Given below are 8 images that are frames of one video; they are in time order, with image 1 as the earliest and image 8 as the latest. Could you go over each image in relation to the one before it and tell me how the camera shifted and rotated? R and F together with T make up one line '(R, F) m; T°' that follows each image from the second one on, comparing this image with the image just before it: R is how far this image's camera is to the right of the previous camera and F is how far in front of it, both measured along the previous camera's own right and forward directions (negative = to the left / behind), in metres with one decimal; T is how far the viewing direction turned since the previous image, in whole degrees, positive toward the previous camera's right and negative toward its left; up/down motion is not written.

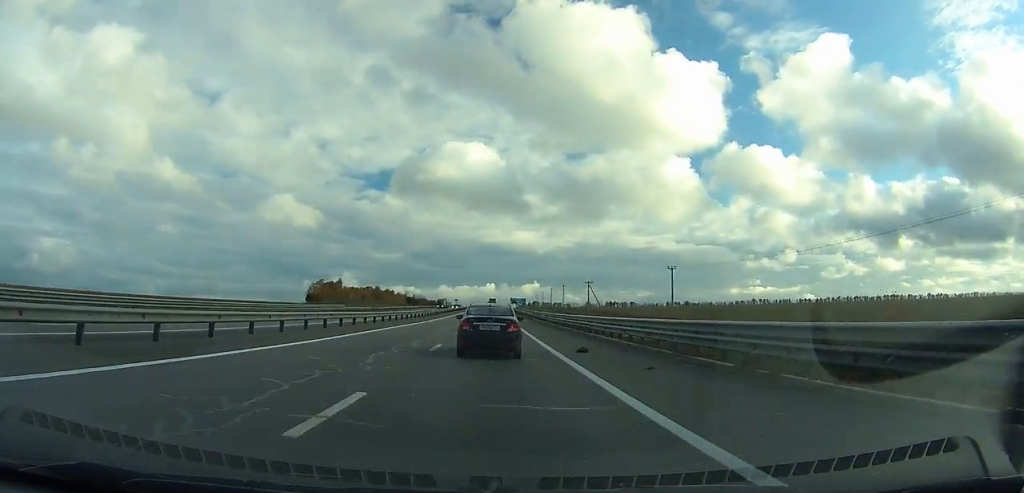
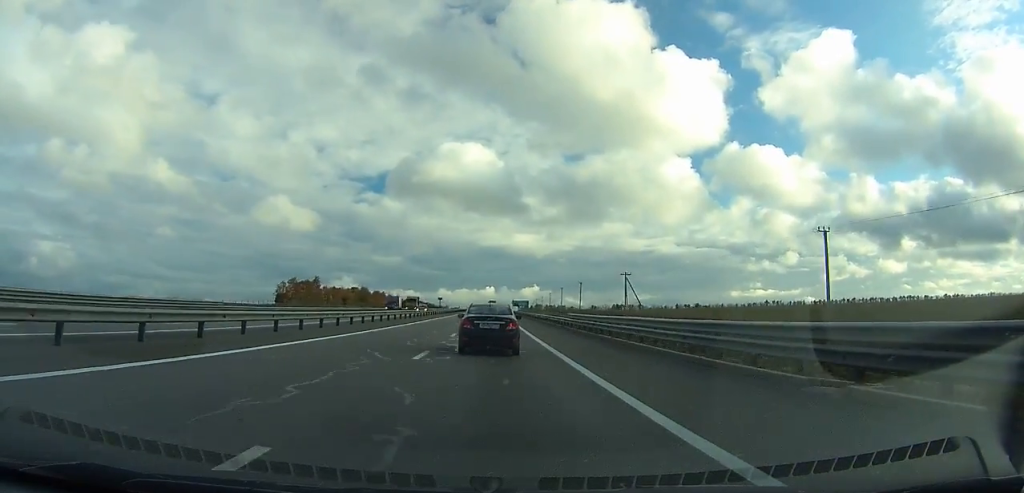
(0.0, +39.6) m; 0°
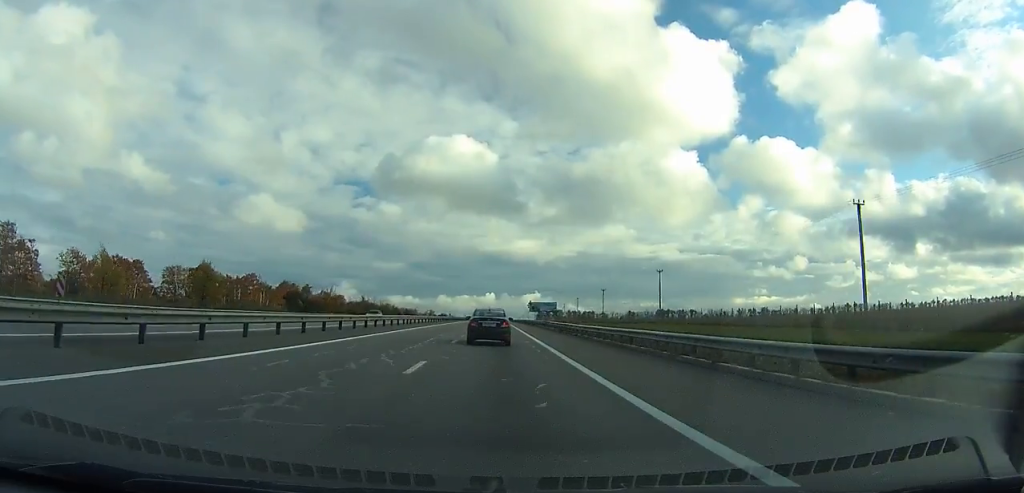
(-0.8, +183.8) m; 0°
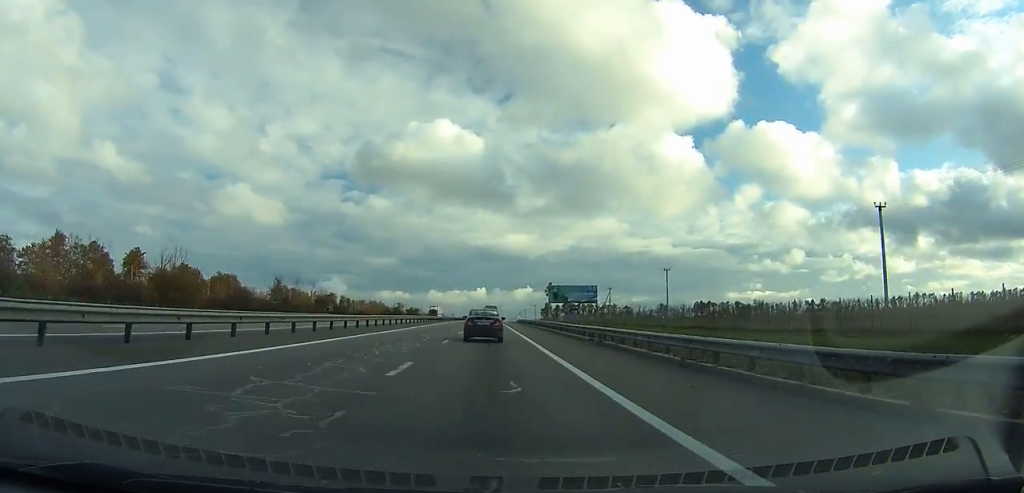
(+0.2, +119.7) m; 0°
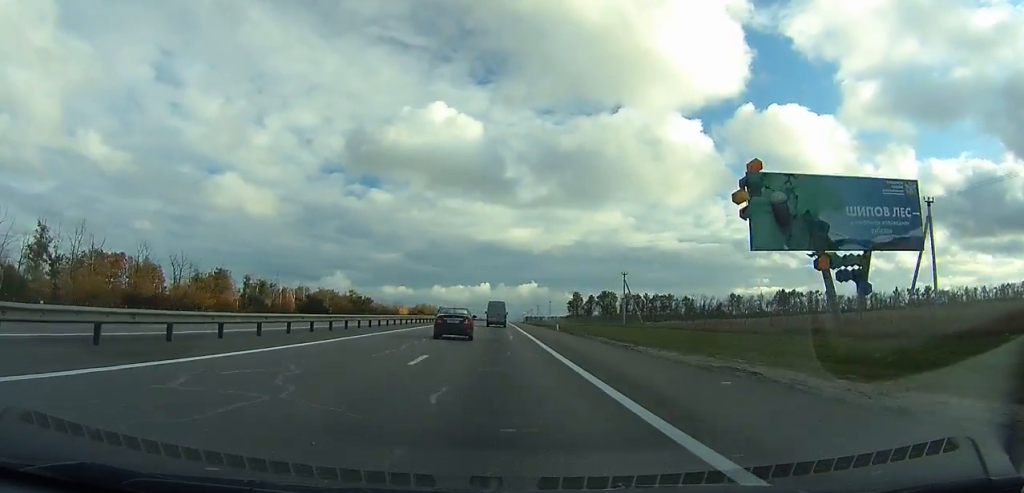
(+0.3, +117.7) m; 0°
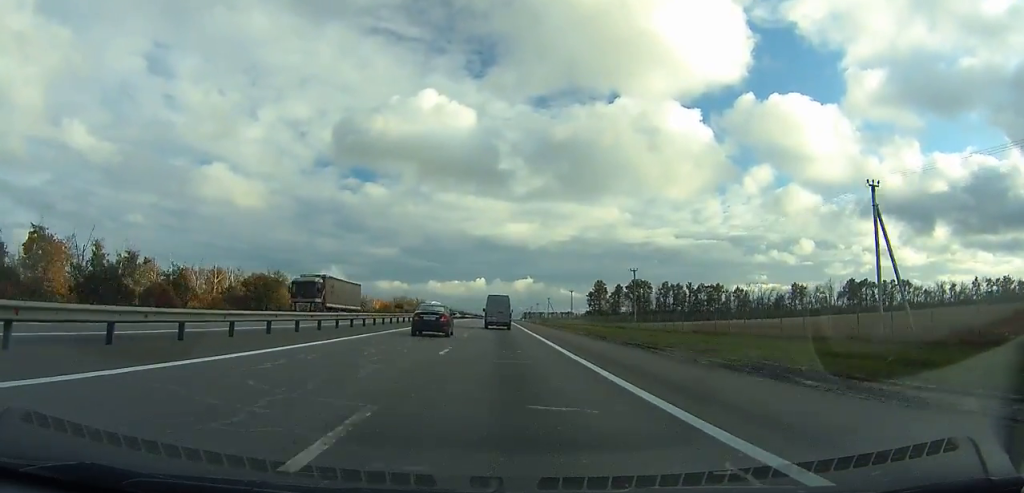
(-0.2, +69.0) m; 0°
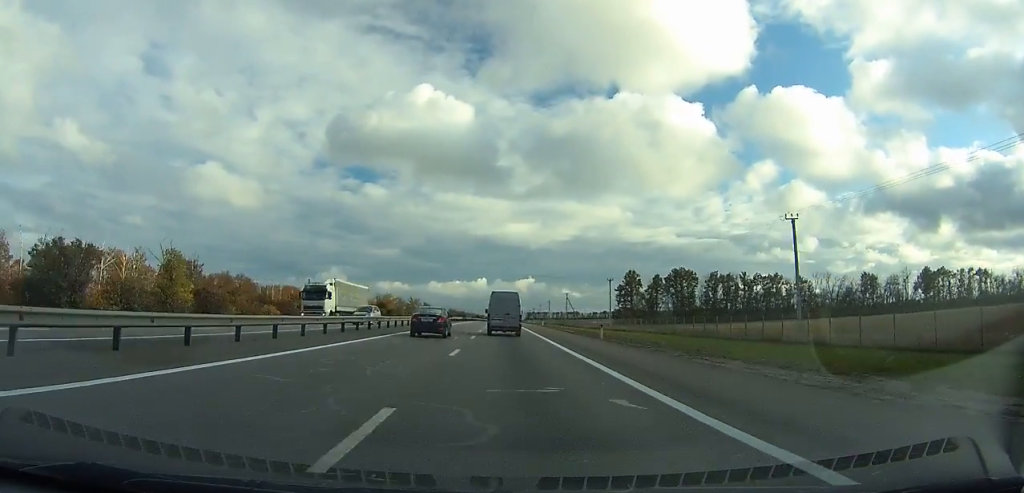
(+0.2, +48.8) m; 0°
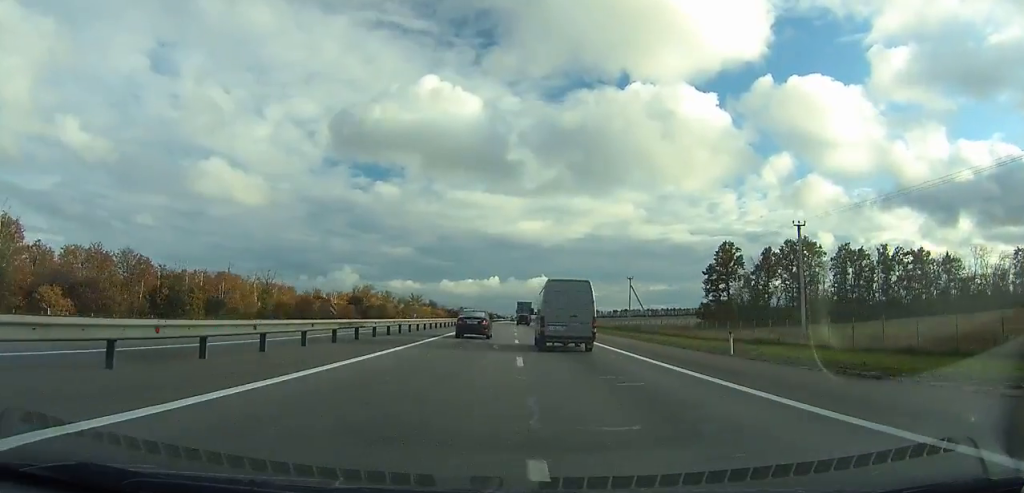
(-0.1, +63.2) m; 0°
